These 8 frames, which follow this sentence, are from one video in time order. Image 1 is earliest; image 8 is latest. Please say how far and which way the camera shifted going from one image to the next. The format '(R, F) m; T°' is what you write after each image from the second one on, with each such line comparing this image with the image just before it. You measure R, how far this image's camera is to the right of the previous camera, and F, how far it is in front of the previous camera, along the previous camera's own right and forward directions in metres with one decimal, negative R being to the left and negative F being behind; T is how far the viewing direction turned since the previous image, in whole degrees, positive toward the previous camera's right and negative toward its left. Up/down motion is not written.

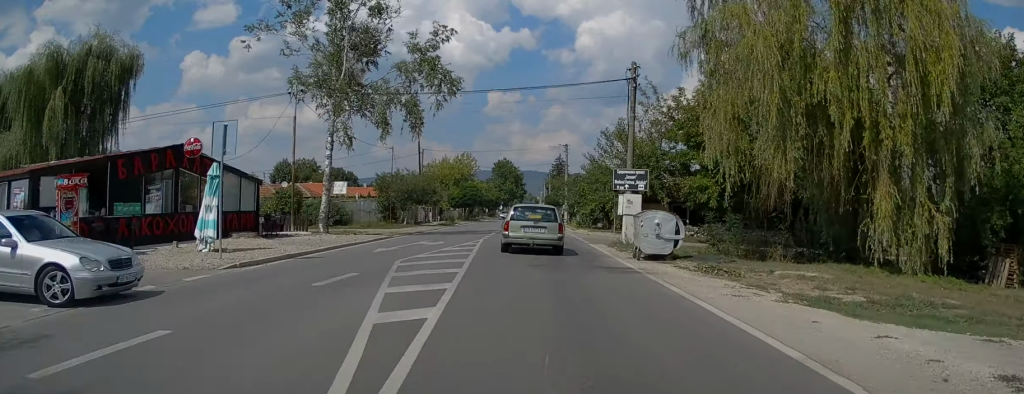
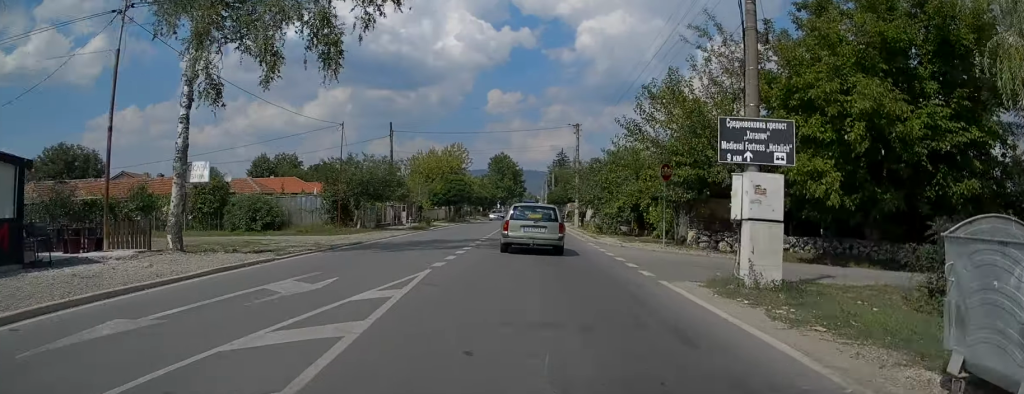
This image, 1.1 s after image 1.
(0.0, +13.7) m; 0°
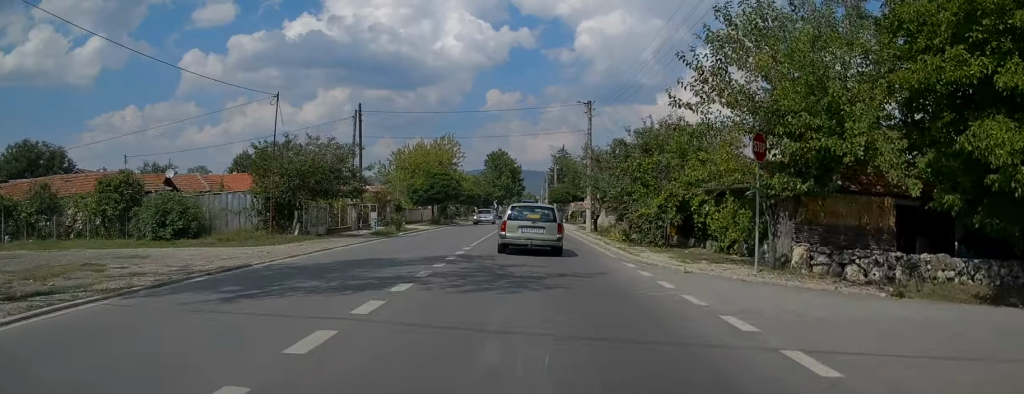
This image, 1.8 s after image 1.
(0.0, +9.8) m; 0°
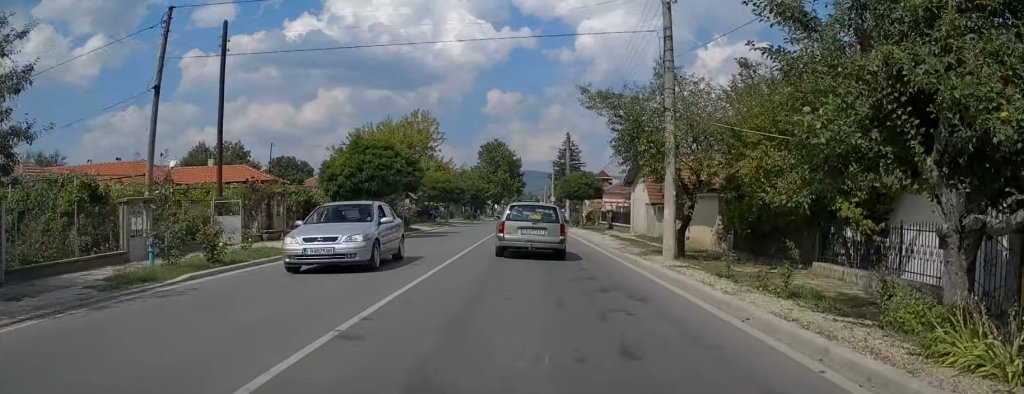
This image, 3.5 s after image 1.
(+0.2, +20.9) m; +1°
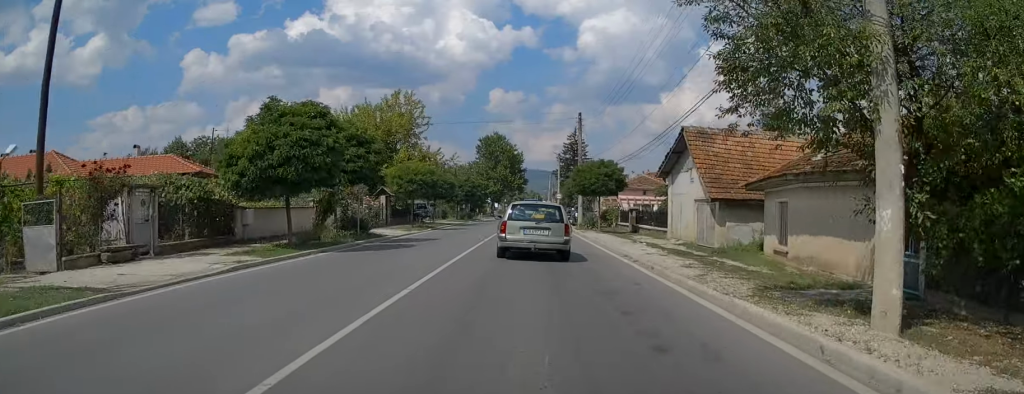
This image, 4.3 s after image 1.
(0.0, +10.1) m; 0°
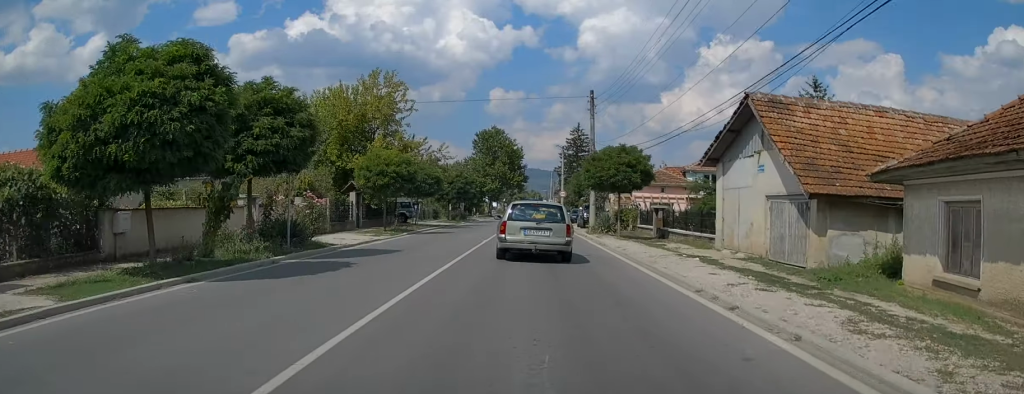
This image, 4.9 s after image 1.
(-0.1, +7.9) m; -1°
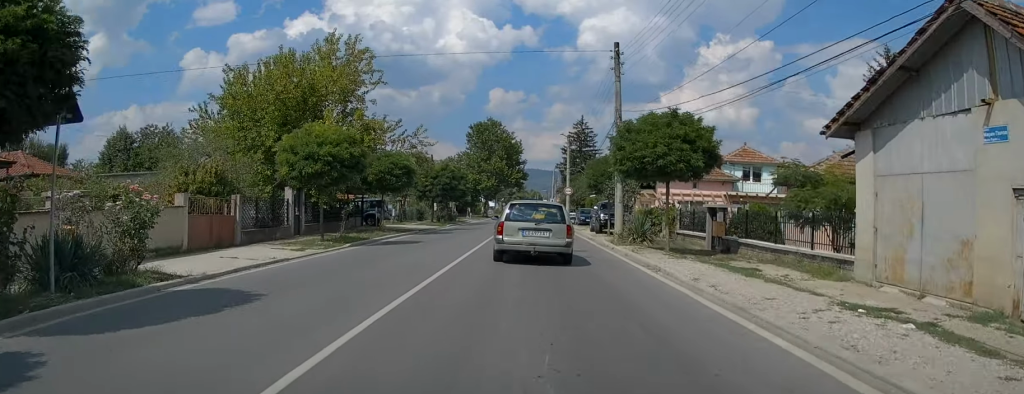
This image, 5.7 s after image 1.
(0.0, +10.0) m; 0°
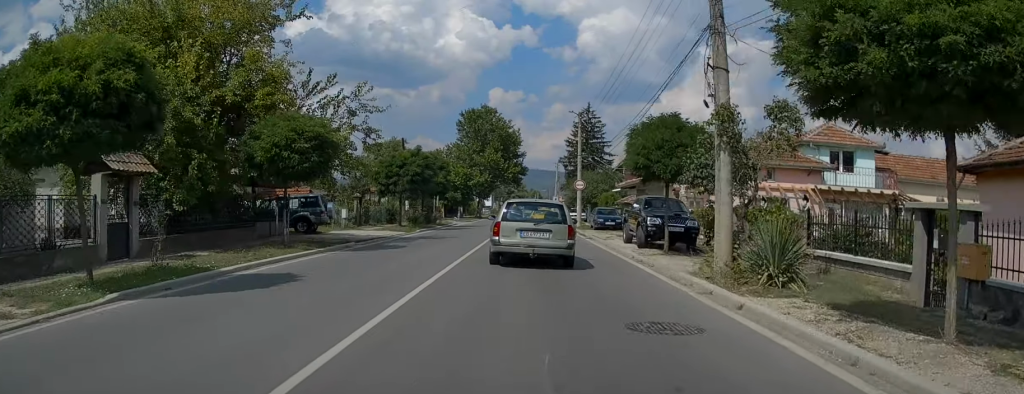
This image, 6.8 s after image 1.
(0.0, +12.9) m; 0°
